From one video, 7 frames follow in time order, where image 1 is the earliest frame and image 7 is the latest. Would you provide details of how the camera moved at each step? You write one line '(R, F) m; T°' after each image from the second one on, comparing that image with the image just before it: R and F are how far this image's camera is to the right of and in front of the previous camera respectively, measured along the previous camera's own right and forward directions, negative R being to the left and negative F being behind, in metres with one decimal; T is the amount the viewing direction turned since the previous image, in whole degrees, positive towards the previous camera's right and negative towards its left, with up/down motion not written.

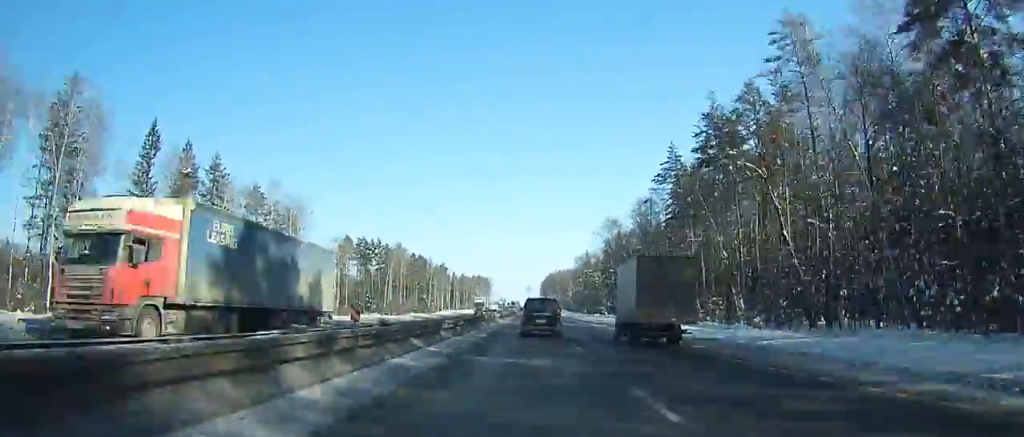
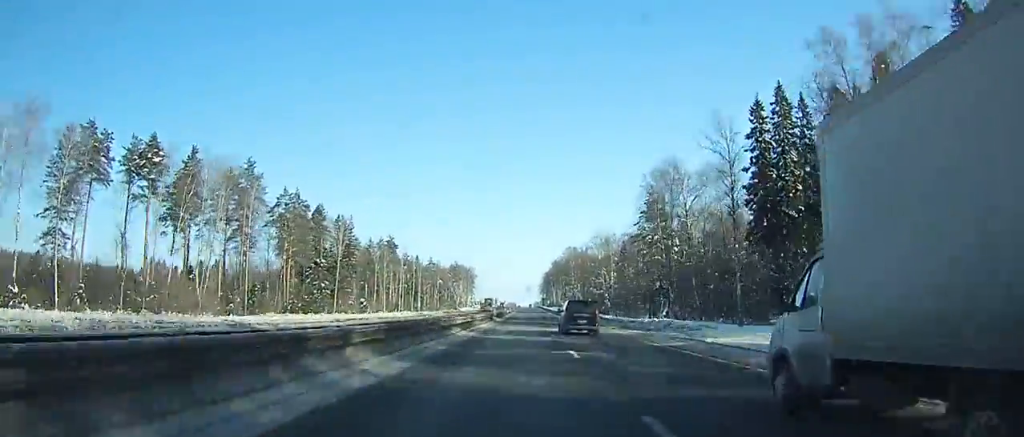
(+0.1, +134.3) m; 0°
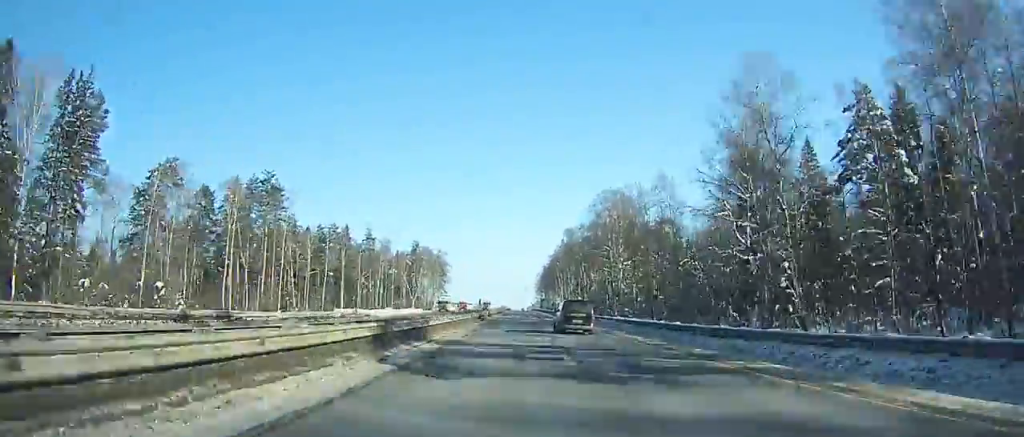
(+0.6, +107.9) m; +1°
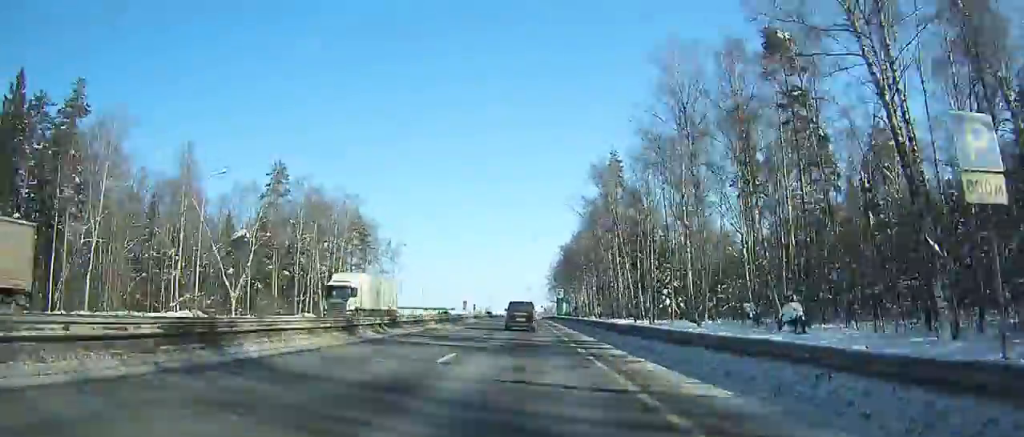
(+0.8, +130.9) m; +1°
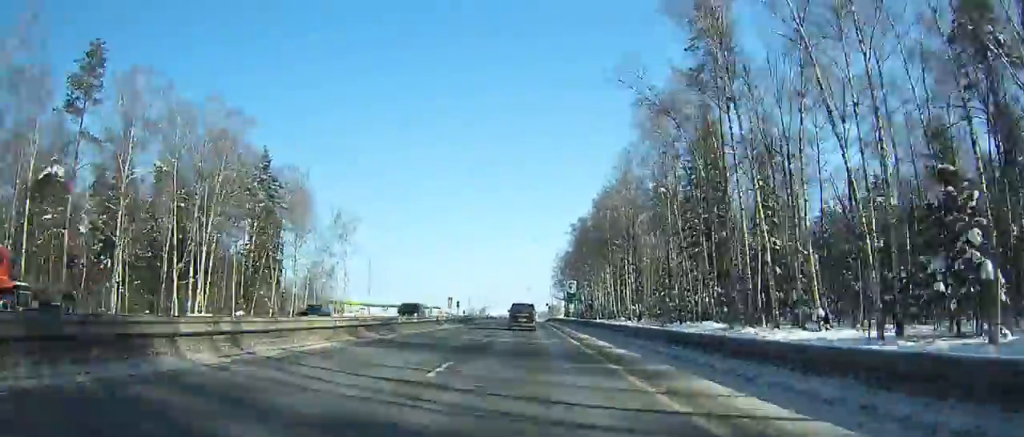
(-1.5, +51.8) m; +2°
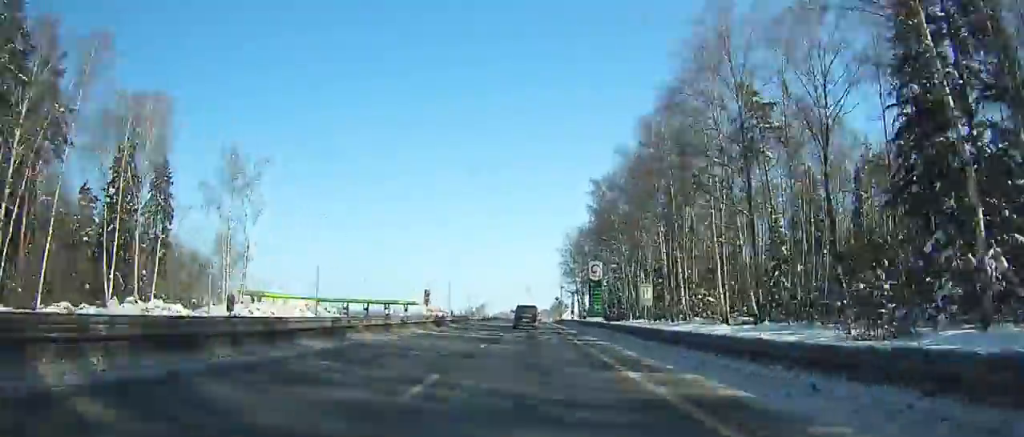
(+3.0, +50.5) m; -2°
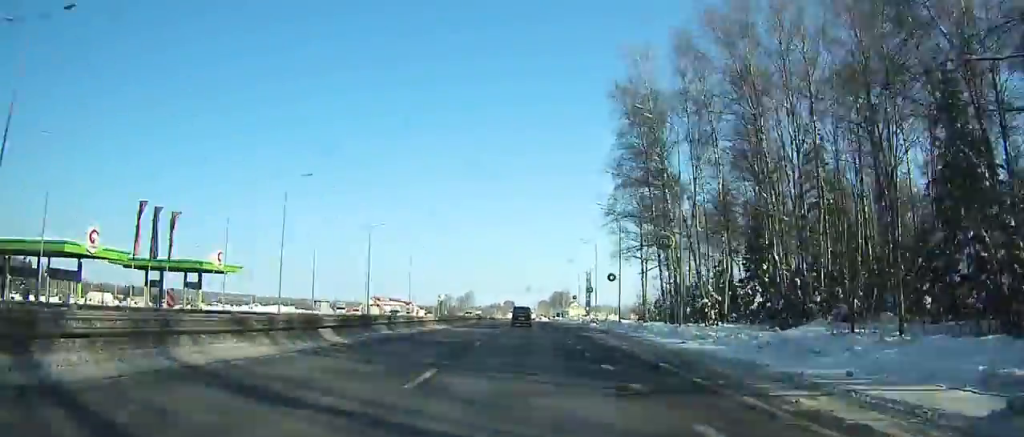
(-8.8, +119.2) m; -4°
